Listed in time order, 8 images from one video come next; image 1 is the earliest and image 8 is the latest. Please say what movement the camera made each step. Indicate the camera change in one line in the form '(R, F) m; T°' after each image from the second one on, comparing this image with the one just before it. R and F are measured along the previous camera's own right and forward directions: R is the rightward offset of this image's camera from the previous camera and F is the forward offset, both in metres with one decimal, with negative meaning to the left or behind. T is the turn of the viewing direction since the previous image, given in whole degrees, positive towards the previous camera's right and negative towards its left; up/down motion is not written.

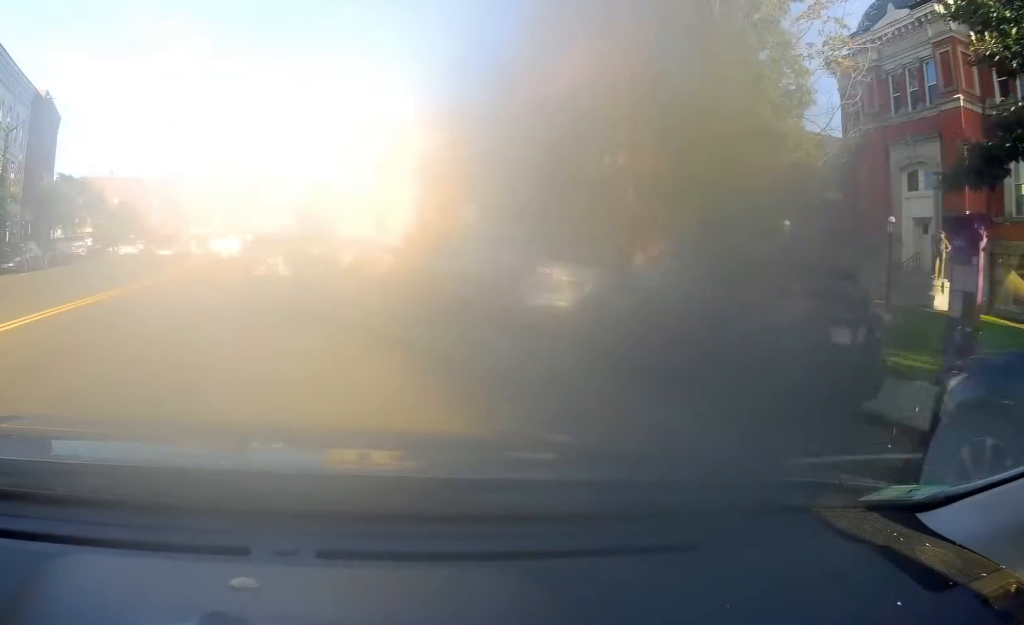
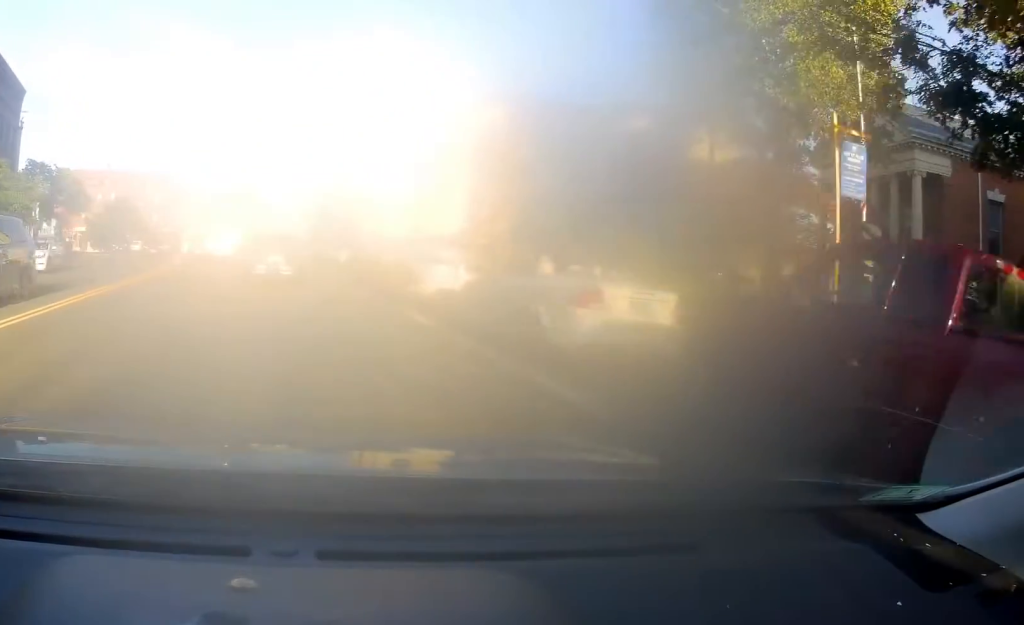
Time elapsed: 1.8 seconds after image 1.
(+0.1, +15.5) m; -3°
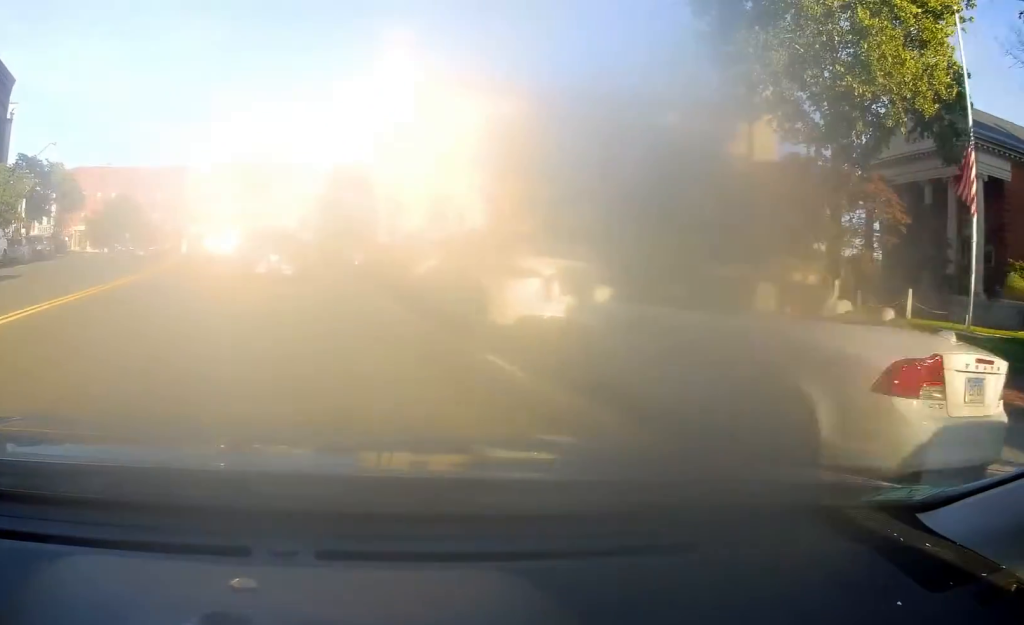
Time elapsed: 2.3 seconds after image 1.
(-0.2, +4.5) m; -2°
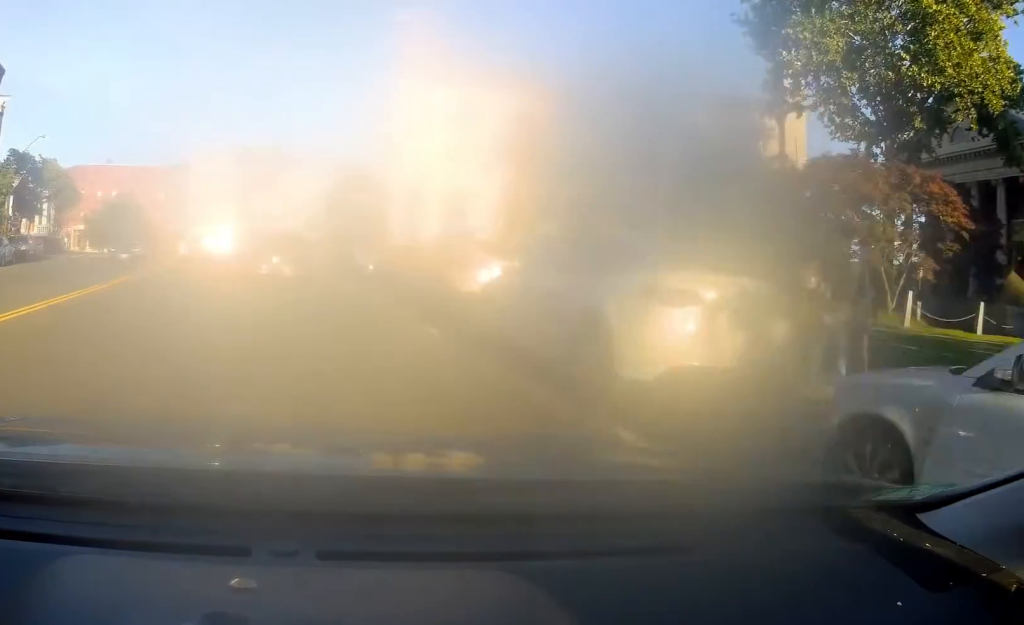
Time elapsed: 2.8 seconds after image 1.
(0.0, +3.6) m; -2°
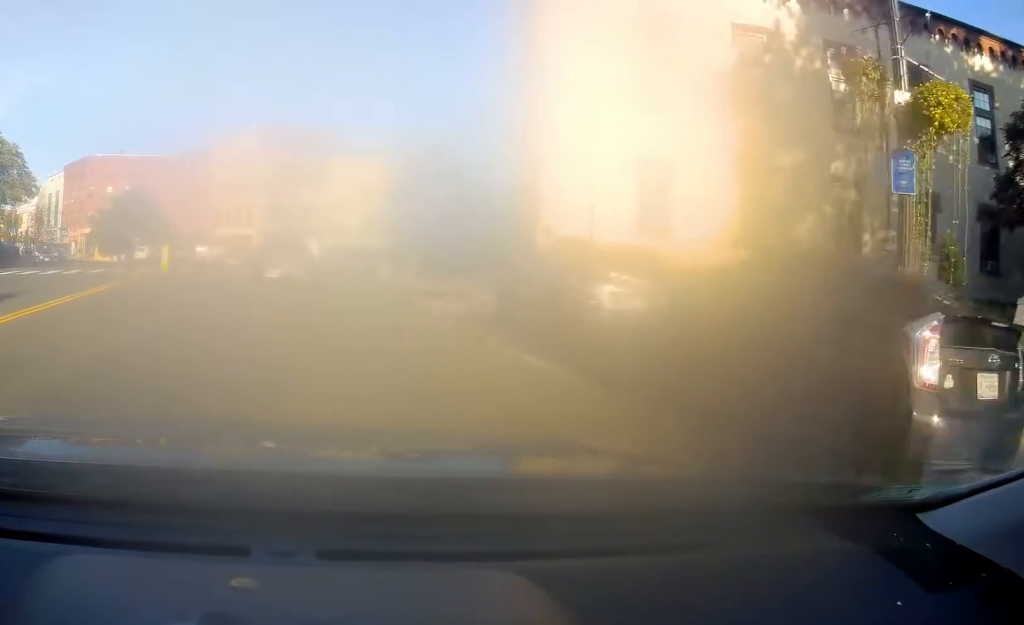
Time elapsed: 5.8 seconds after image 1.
(-0.1, +22.9) m; -2°
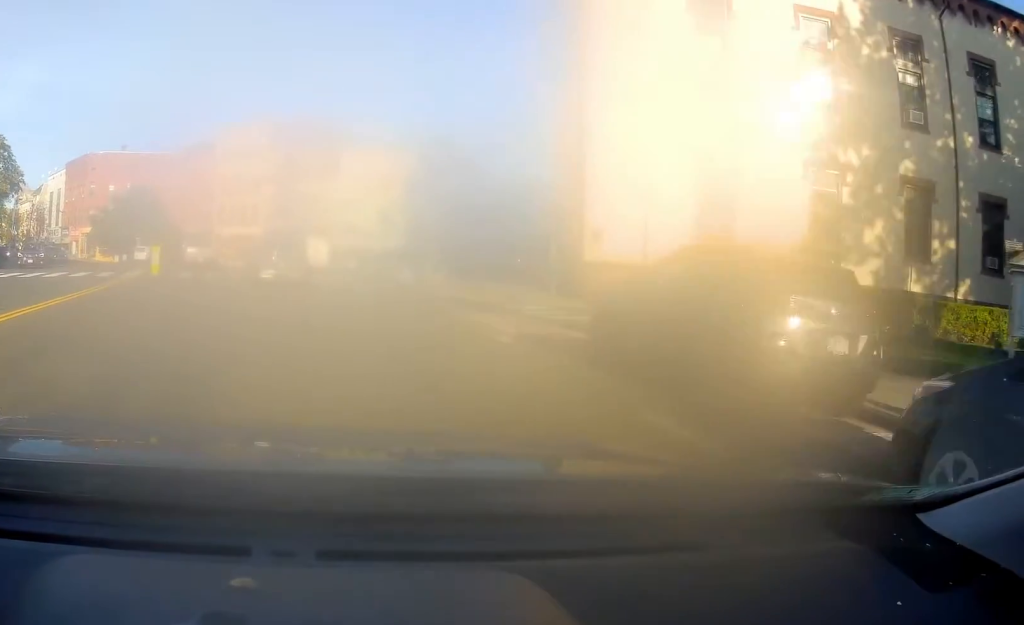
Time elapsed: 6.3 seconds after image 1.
(-0.4, +3.7) m; -4°
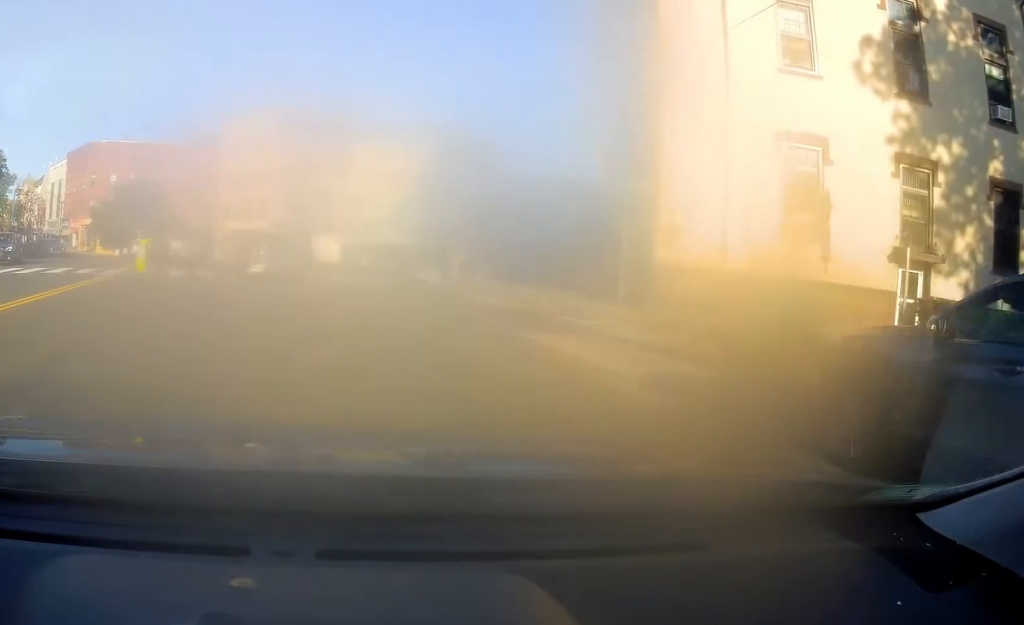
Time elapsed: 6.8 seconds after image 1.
(-0.1, +4.2) m; -1°
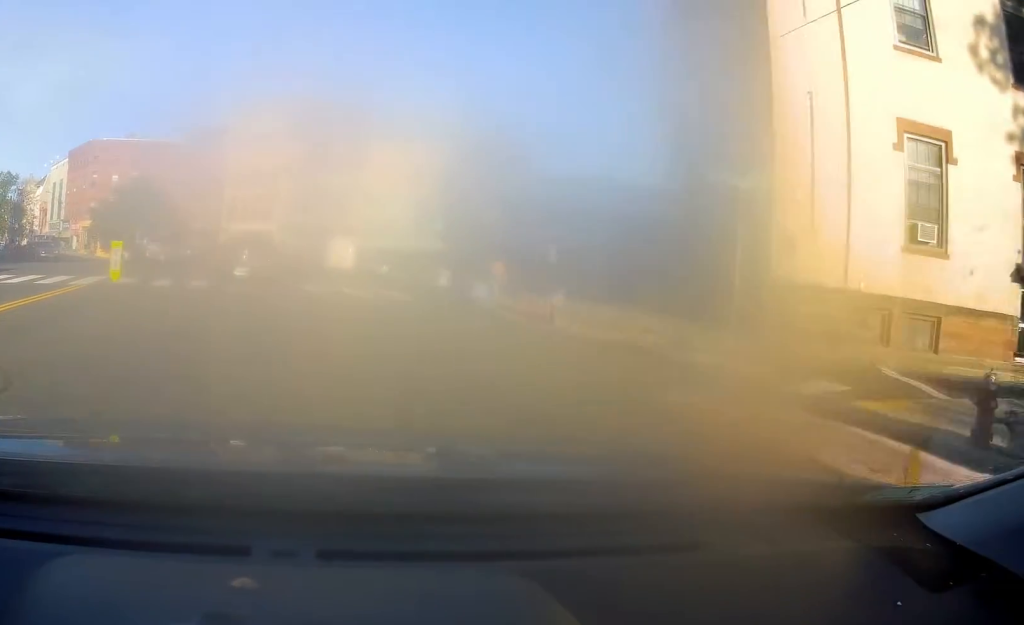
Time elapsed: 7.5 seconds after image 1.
(-0.1, +4.7) m; +2°
